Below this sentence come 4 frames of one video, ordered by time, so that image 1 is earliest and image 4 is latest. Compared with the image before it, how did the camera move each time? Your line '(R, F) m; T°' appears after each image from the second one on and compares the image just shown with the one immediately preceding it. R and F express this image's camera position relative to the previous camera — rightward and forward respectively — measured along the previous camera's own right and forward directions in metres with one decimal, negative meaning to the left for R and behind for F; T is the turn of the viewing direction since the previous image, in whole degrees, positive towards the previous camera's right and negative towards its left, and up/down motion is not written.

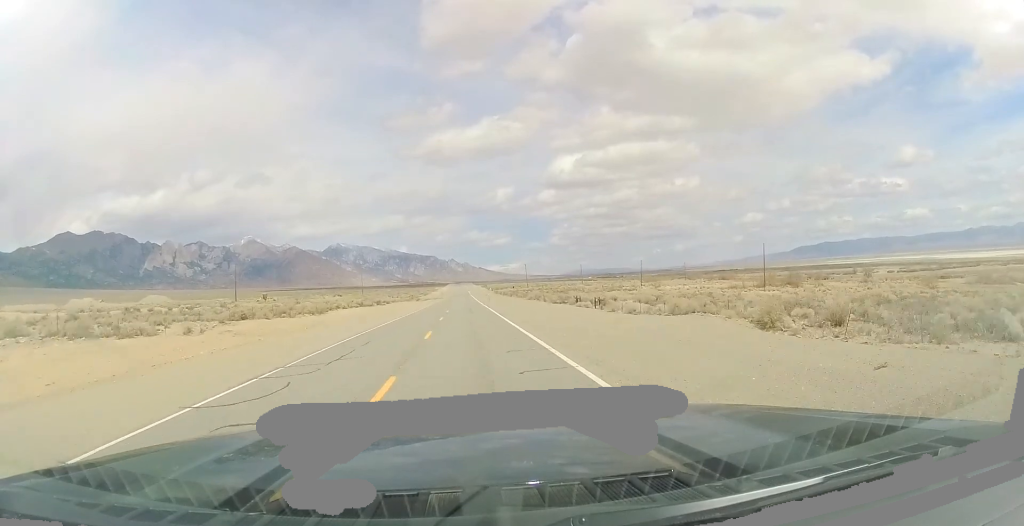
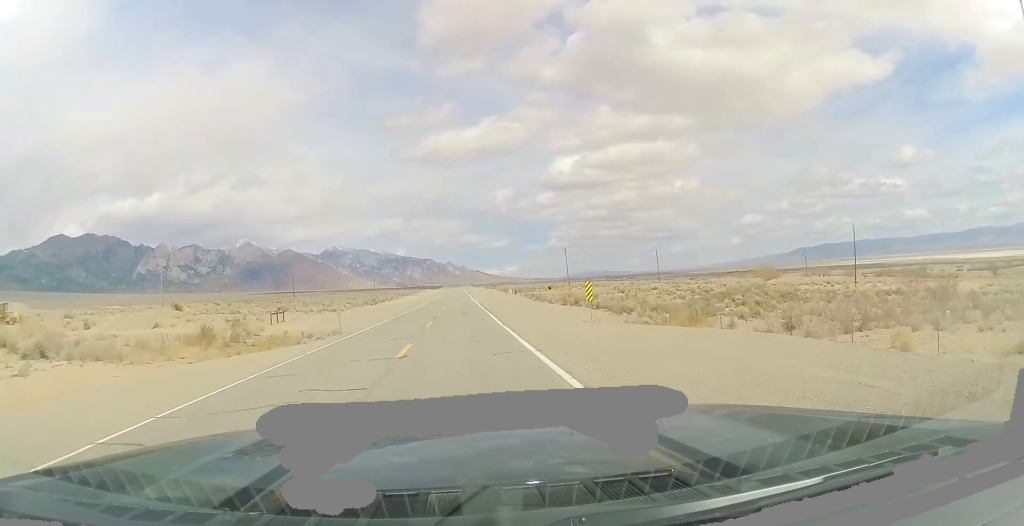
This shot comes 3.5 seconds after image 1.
(+0.4, +127.0) m; 0°
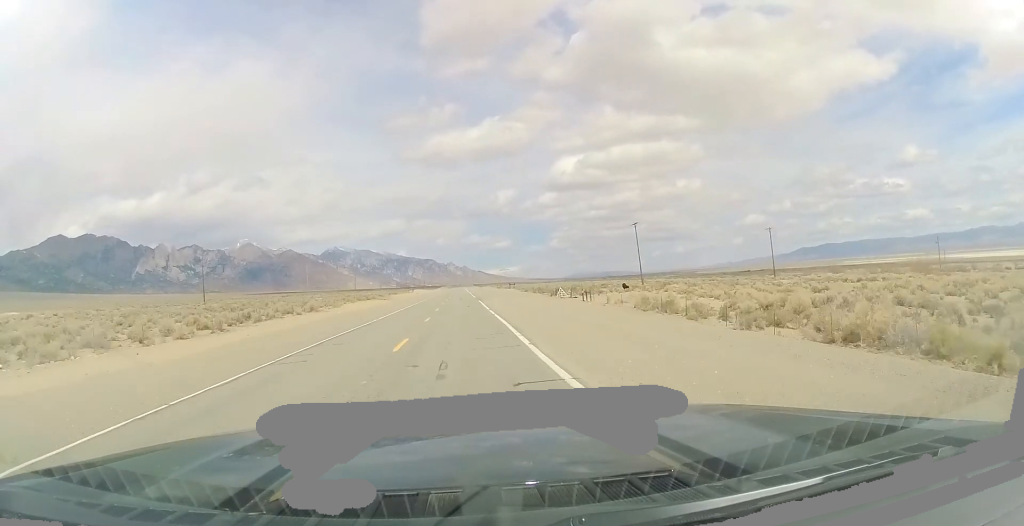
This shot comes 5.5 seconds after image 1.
(+0.5, +72.6) m; 0°
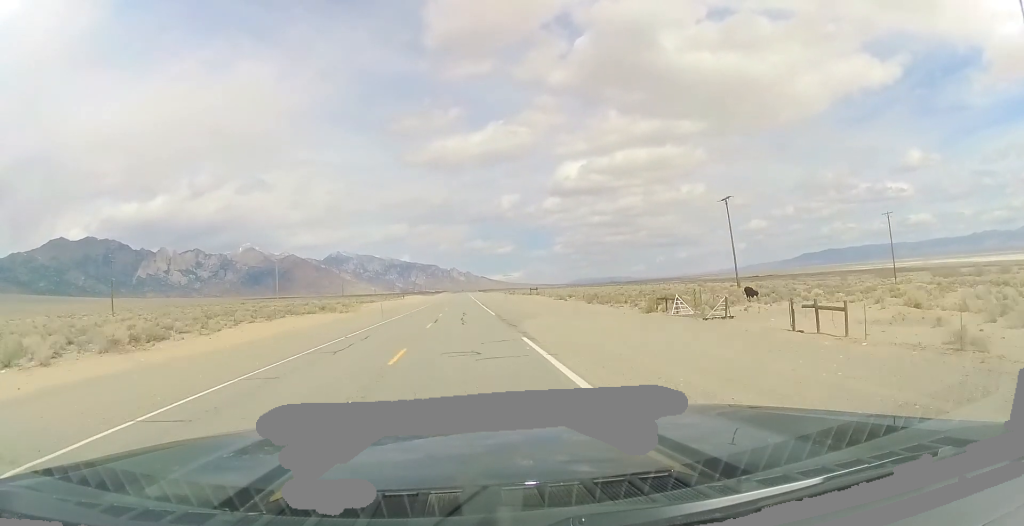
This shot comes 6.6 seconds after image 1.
(-0.4, +38.7) m; -1°
